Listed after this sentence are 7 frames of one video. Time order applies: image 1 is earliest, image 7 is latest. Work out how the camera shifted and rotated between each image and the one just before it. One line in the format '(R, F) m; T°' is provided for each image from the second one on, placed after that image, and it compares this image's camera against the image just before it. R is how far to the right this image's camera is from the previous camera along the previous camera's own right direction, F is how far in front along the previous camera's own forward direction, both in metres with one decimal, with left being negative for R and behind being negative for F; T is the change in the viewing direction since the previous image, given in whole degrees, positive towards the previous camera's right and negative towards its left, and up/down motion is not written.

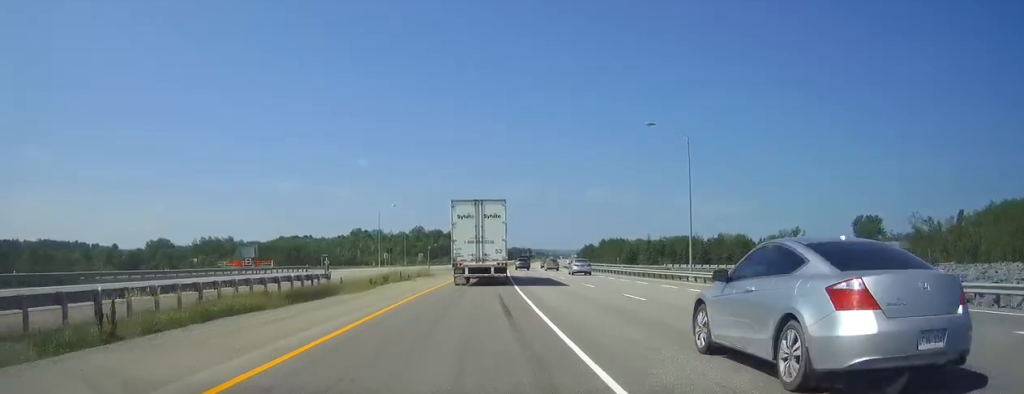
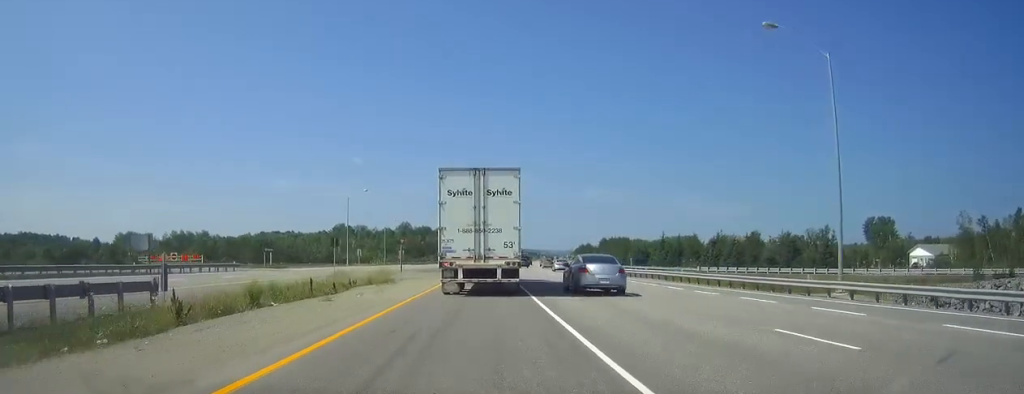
(+0.2, +25.9) m; +1°
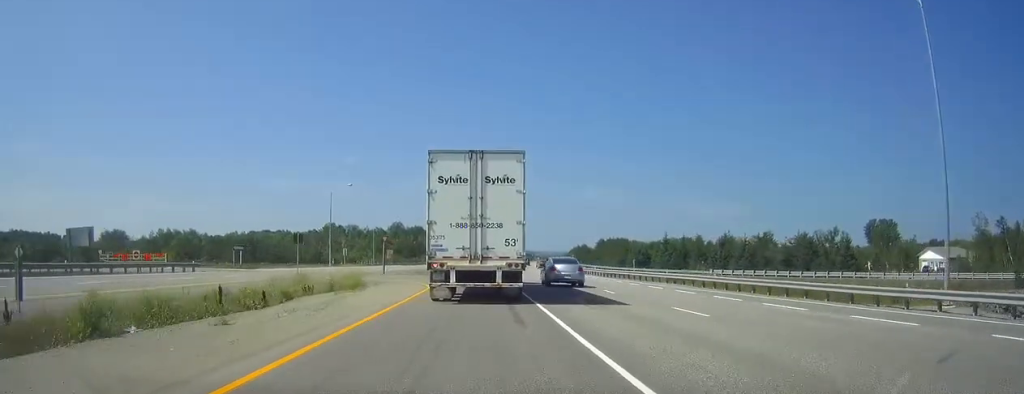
(0.0, +9.1) m; +1°
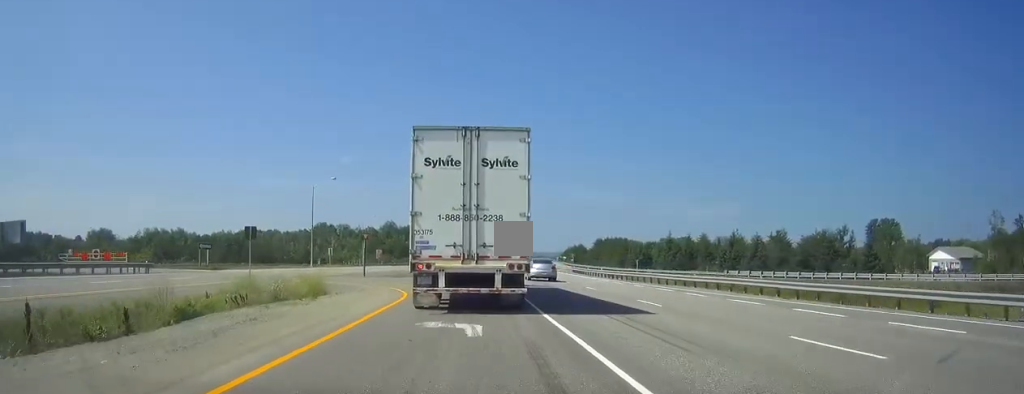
(0.0, +8.6) m; +1°
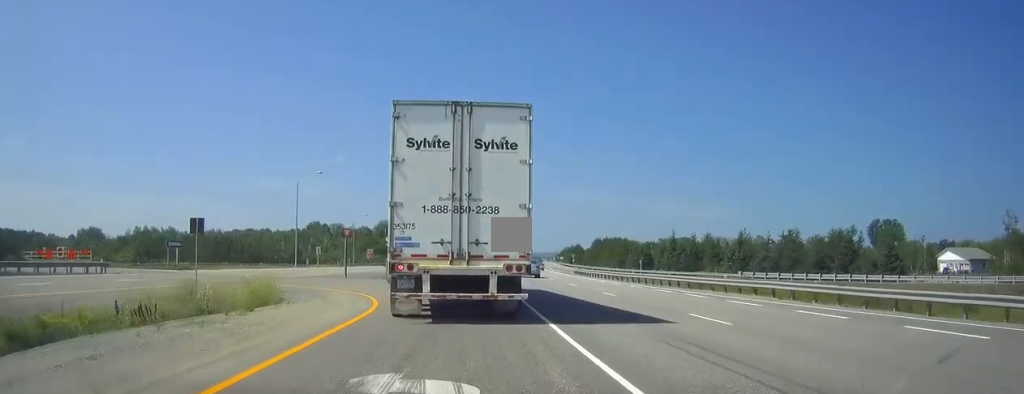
(+0.1, +6.9) m; +1°
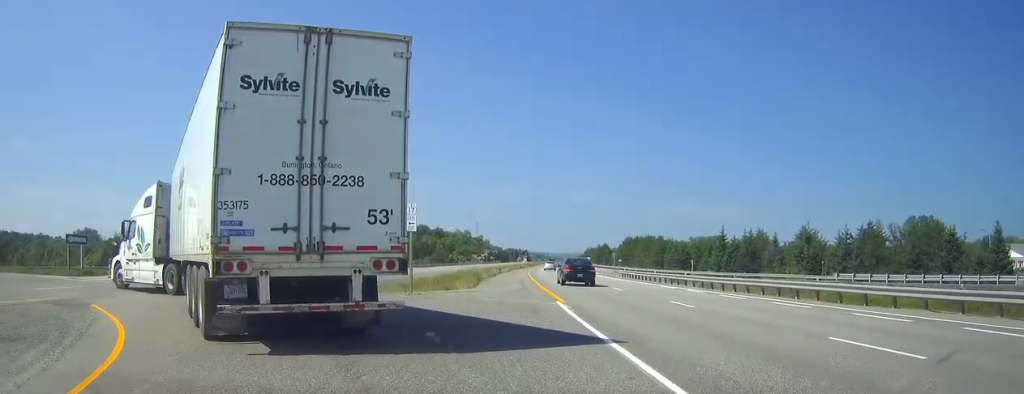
(+0.1, +20.8) m; -1°
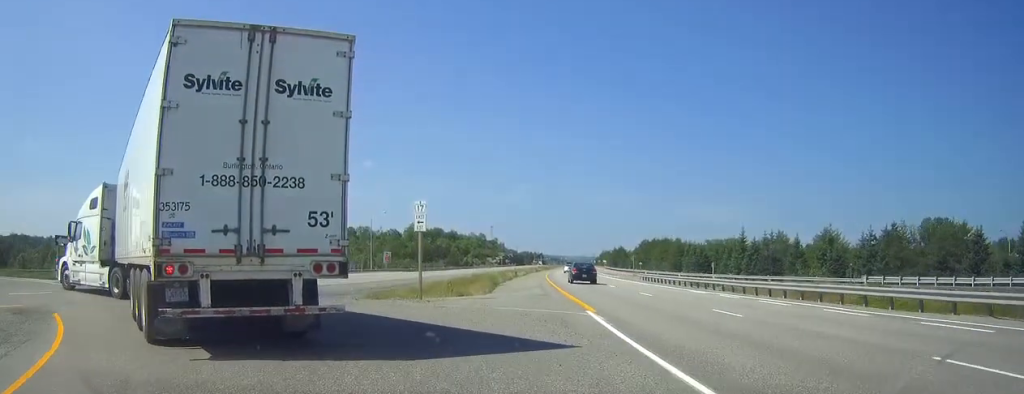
(0.0, +2.8) m; -1°
